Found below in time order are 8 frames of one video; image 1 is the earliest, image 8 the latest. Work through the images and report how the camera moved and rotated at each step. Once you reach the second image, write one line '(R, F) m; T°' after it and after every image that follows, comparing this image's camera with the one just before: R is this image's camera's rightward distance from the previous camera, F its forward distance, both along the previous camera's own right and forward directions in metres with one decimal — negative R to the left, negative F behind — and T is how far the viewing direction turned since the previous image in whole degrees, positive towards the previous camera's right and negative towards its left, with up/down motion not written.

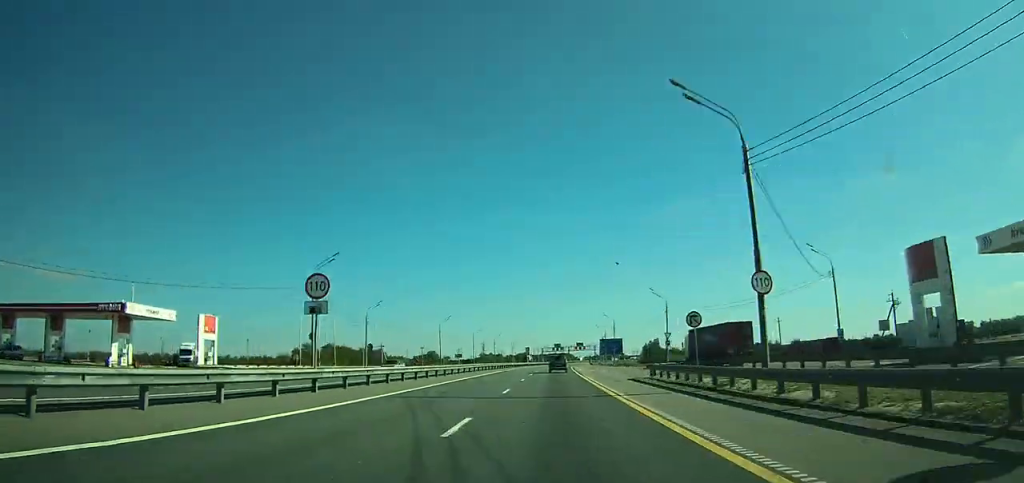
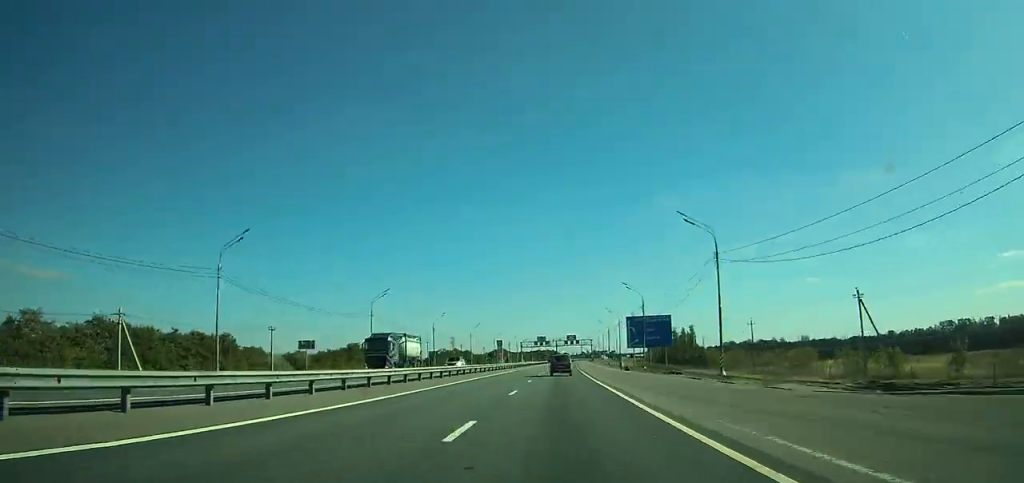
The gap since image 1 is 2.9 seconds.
(+1.3, +85.5) m; +2°
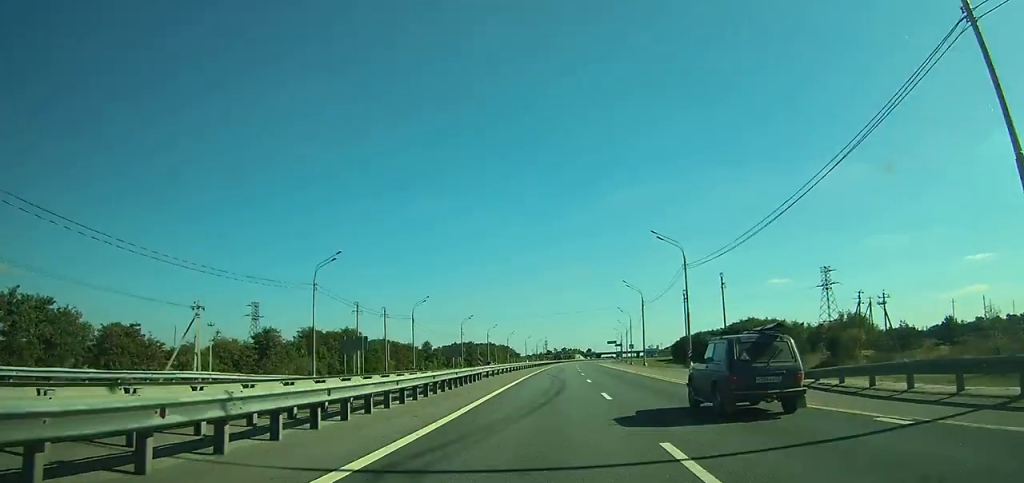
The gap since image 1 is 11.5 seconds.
(+7.5, +248.4) m; +4°
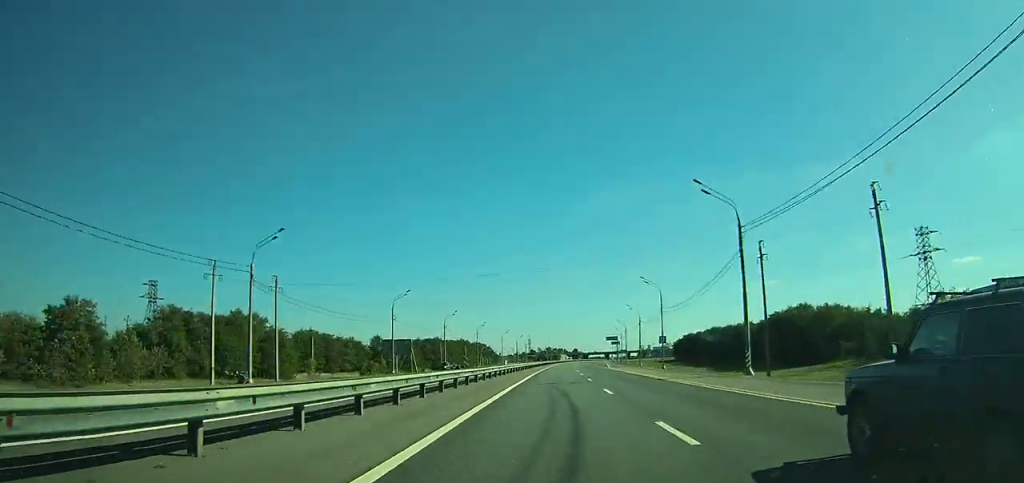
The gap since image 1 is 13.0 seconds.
(+0.3, +44.8) m; +1°
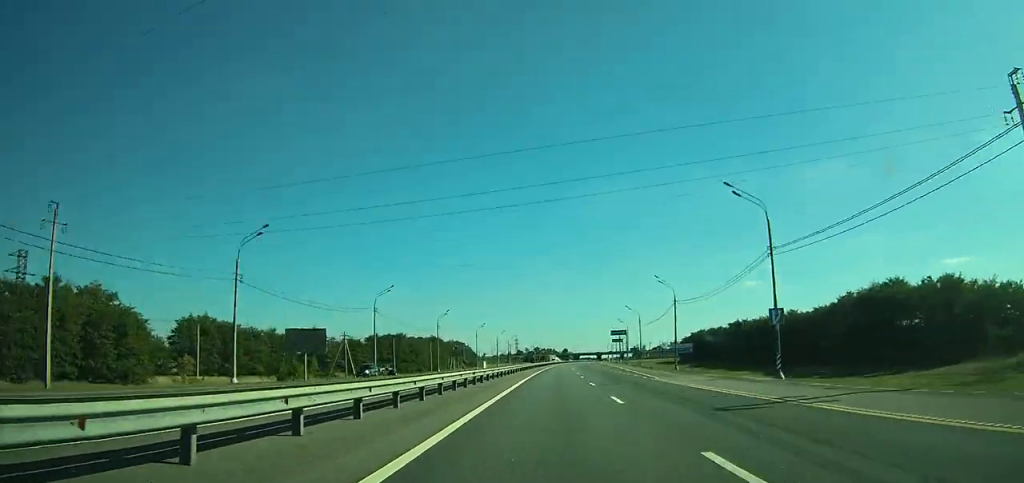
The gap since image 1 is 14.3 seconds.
(+0.3, +40.3) m; +1°
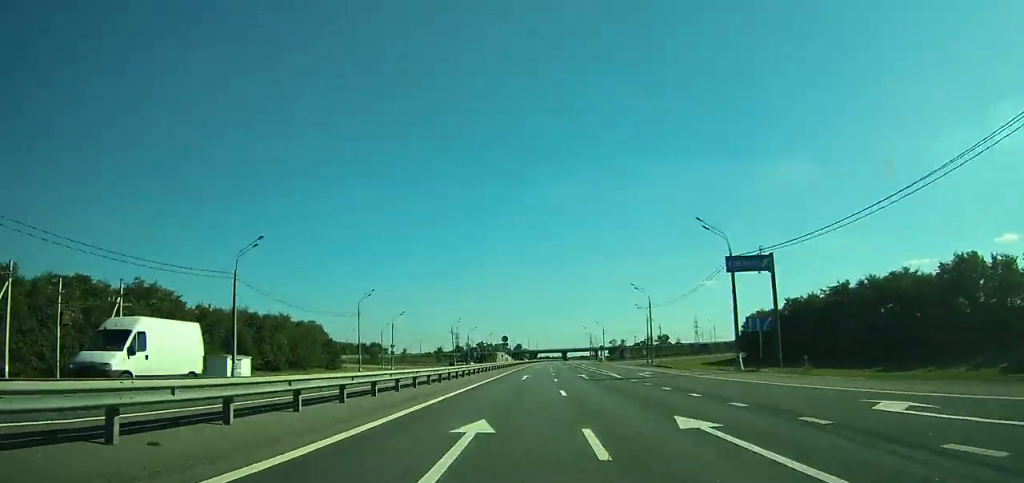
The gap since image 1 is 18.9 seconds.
(+4.6, +142.7) m; +4°
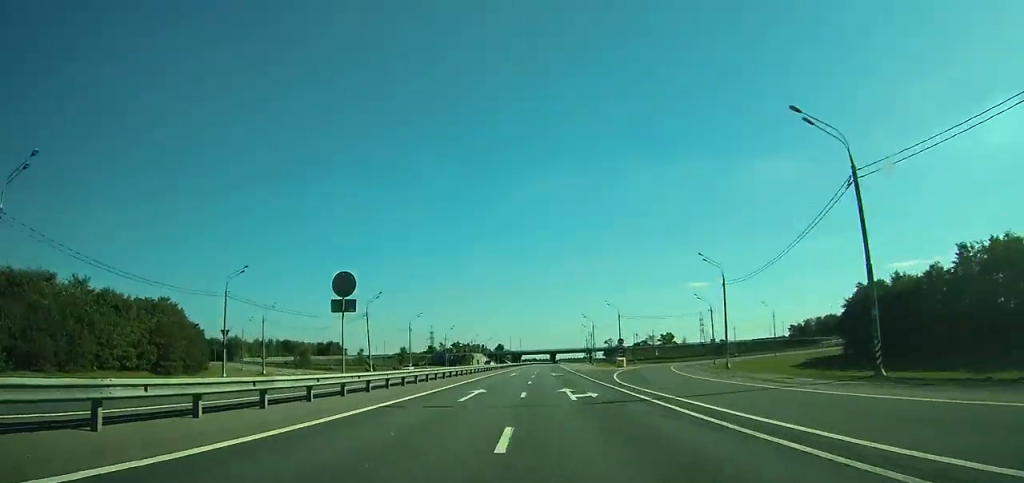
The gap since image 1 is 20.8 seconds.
(+0.9, +57.9) m; +1°
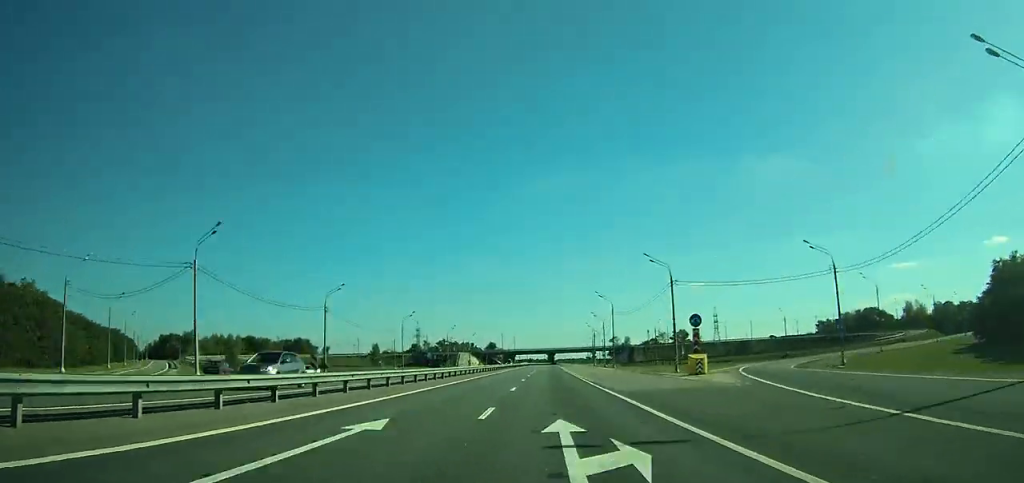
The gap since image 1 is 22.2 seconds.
(+0.3, +41.8) m; +1°
